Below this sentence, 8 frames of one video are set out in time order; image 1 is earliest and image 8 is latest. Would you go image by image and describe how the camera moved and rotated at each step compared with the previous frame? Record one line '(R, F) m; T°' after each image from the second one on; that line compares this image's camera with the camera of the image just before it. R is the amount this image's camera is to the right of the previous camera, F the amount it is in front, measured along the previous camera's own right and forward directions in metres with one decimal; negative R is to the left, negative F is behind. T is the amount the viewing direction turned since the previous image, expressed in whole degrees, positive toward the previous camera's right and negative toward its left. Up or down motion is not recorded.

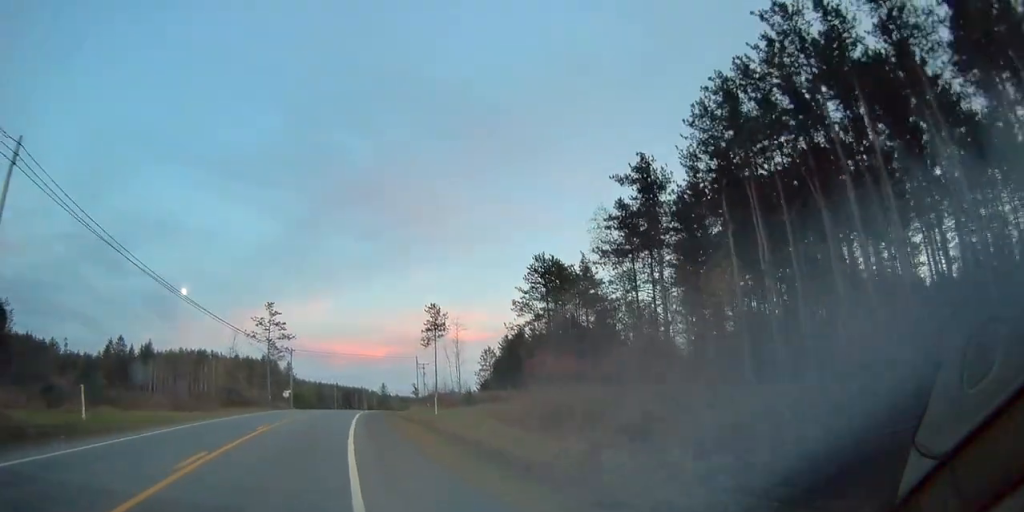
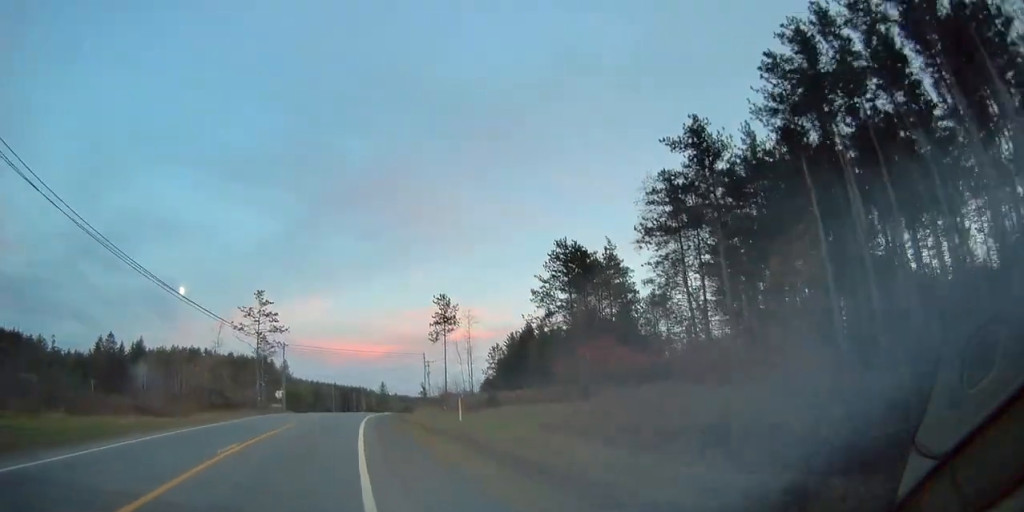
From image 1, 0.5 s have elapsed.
(+0.2, +8.9) m; +1°
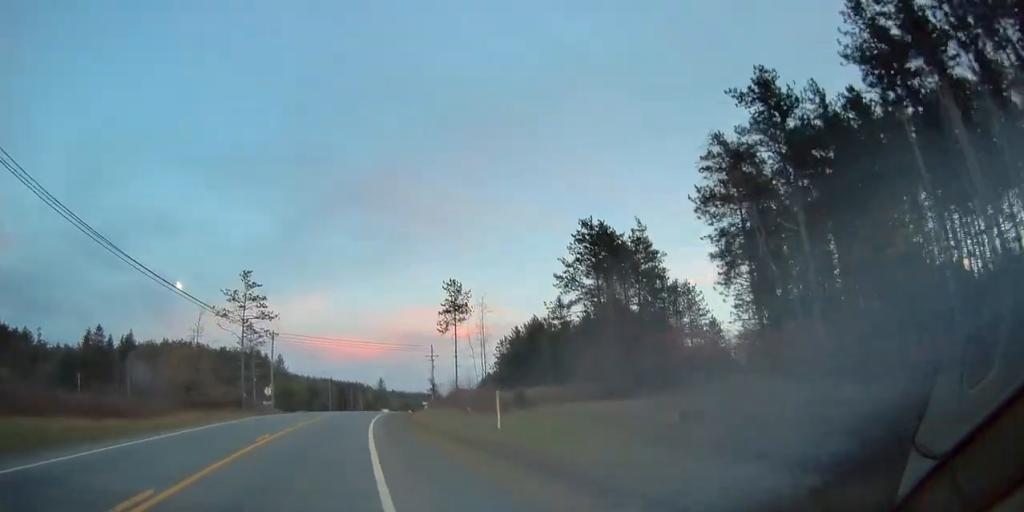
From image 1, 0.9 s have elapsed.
(+0.1, +8.9) m; +1°
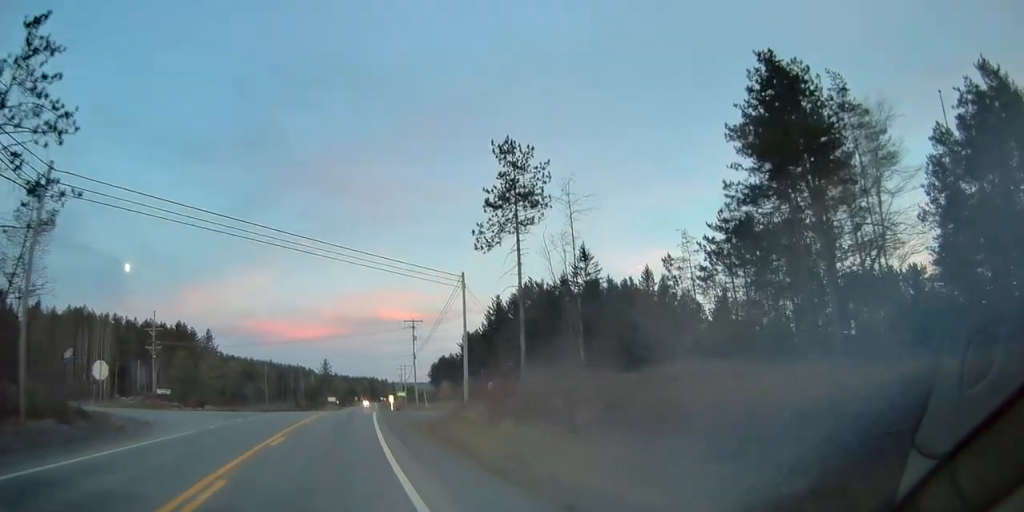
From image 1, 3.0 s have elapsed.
(+0.8, +39.8) m; +4°
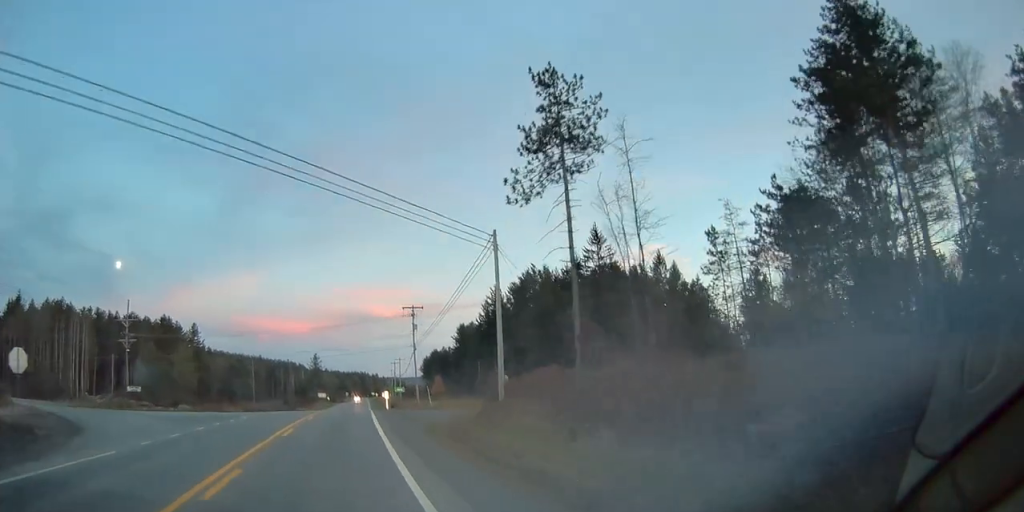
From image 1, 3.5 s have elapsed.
(+0.2, +8.3) m; +1°
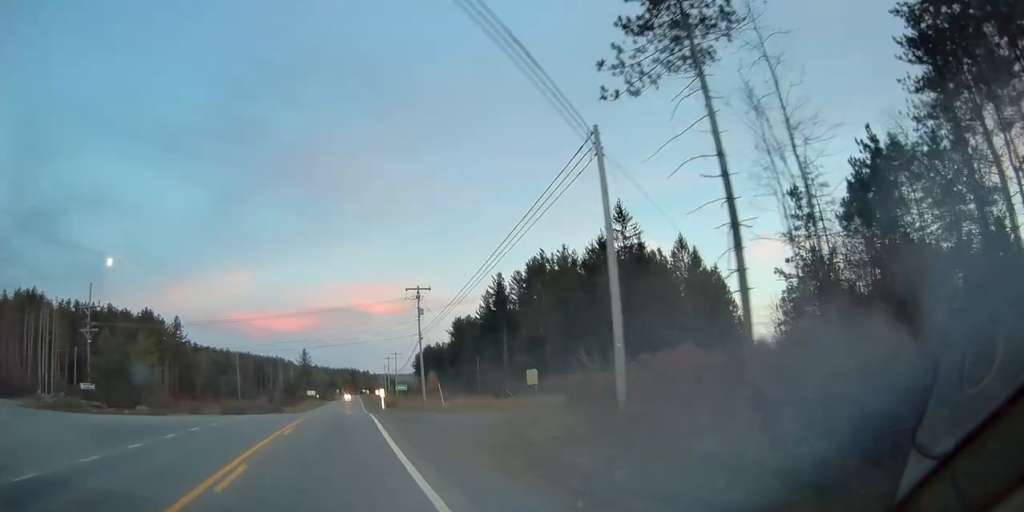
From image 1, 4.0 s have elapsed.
(+0.1, +10.8) m; +1°
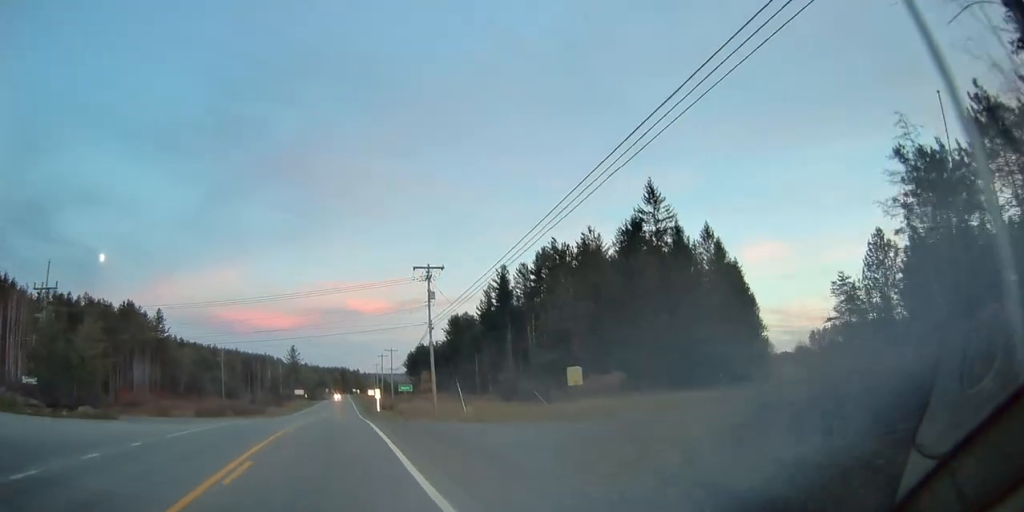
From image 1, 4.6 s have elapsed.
(+0.2, +10.2) m; +1°
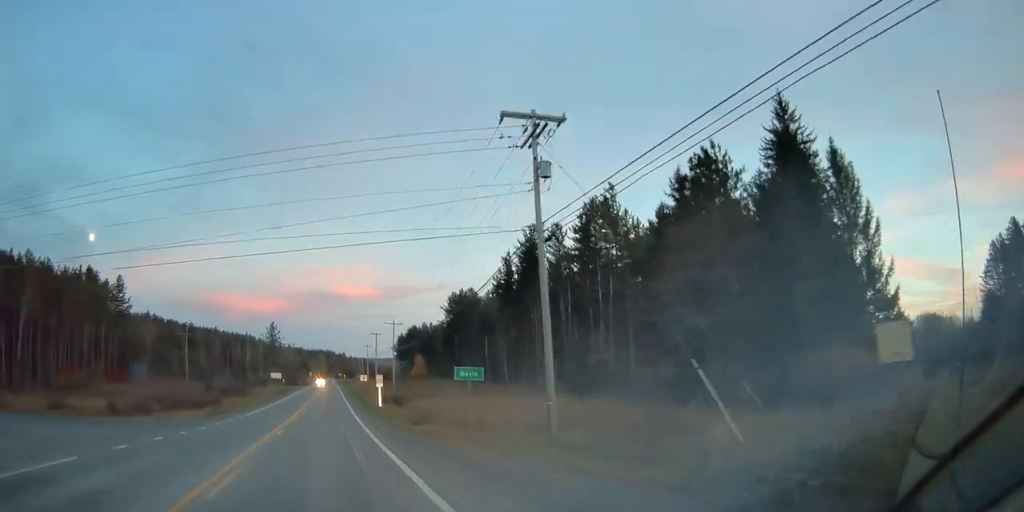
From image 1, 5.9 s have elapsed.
(+0.4, +25.3) m; +2°
